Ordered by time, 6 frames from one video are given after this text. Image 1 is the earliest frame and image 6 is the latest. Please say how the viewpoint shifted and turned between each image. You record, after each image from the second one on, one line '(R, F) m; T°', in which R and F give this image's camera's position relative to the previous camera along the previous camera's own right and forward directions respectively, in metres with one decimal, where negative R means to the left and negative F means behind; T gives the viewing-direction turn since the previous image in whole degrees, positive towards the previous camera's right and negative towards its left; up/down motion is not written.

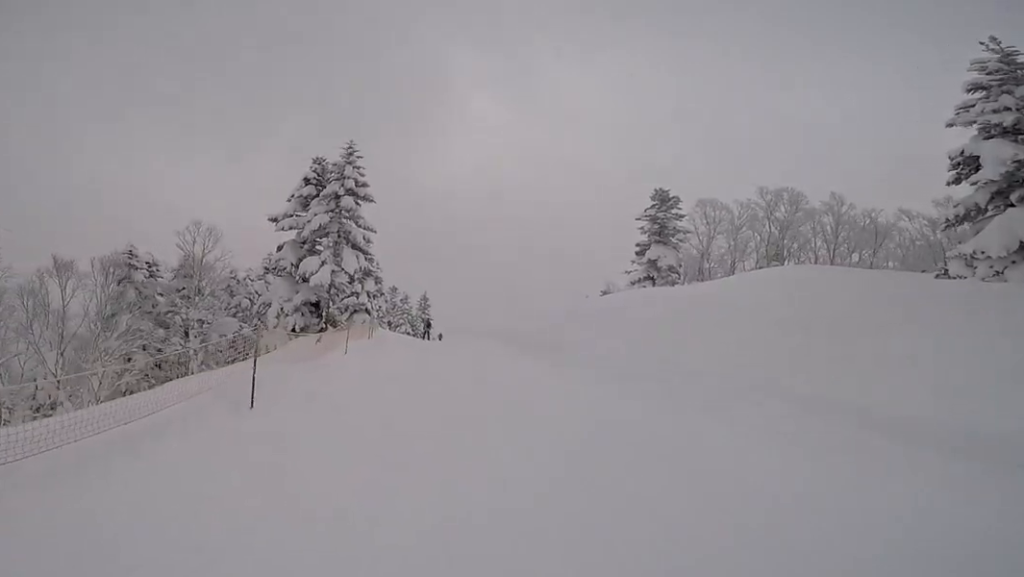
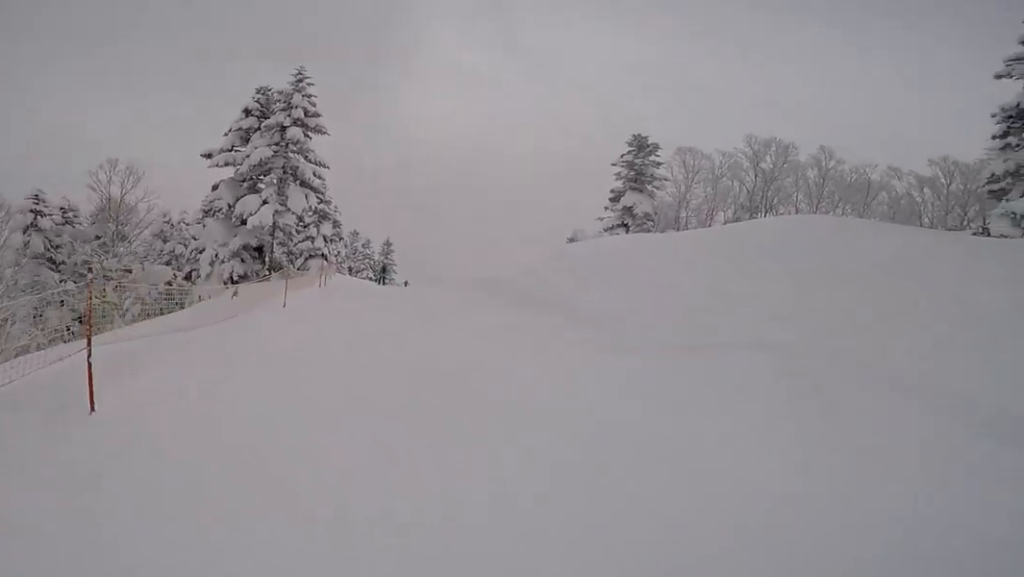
(-0.3, +2.1) m; -4°
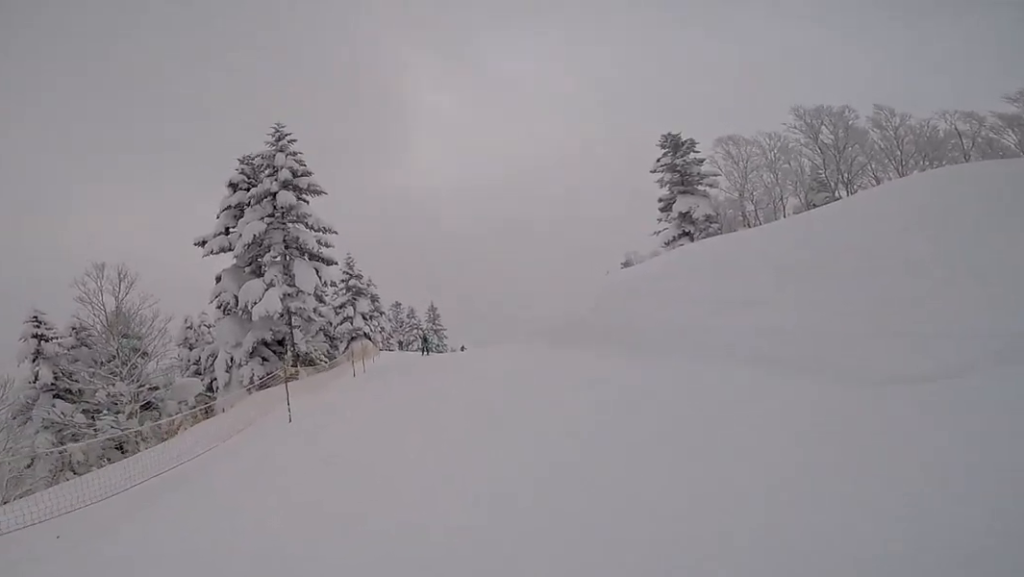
(-0.5, +2.9) m; -1°
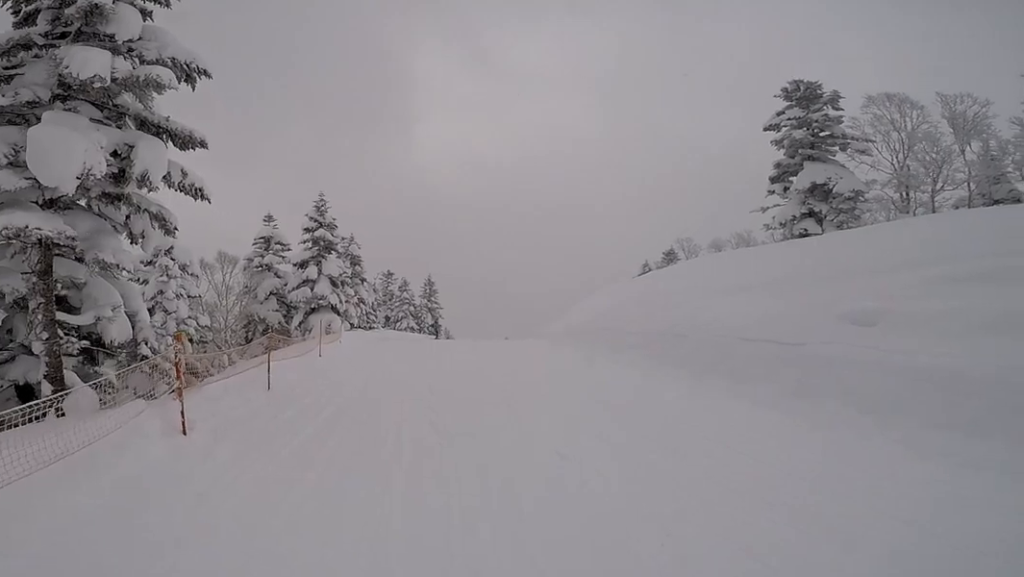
(+0.4, +9.0) m; -9°
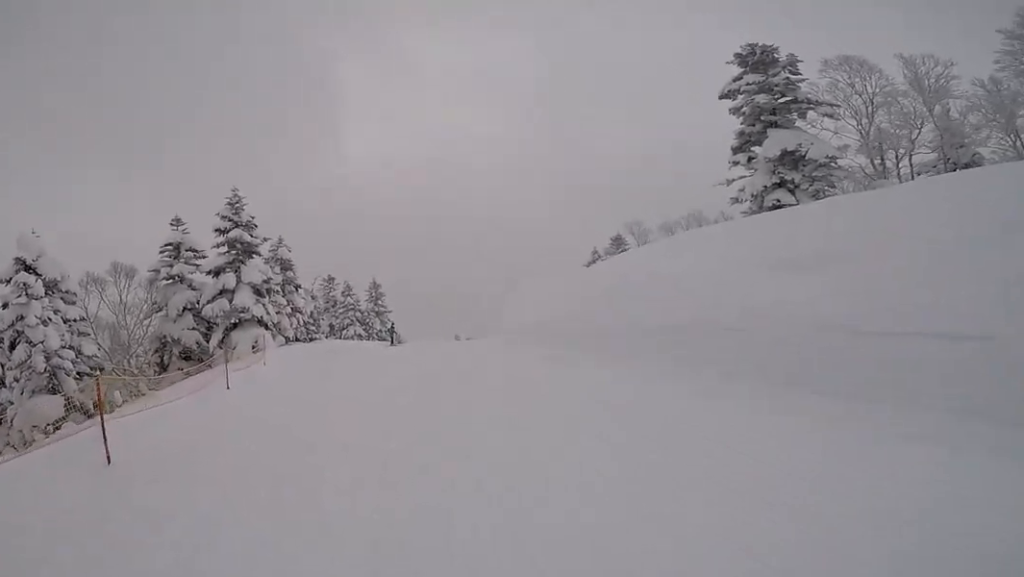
(+0.6, +2.8) m; +9°
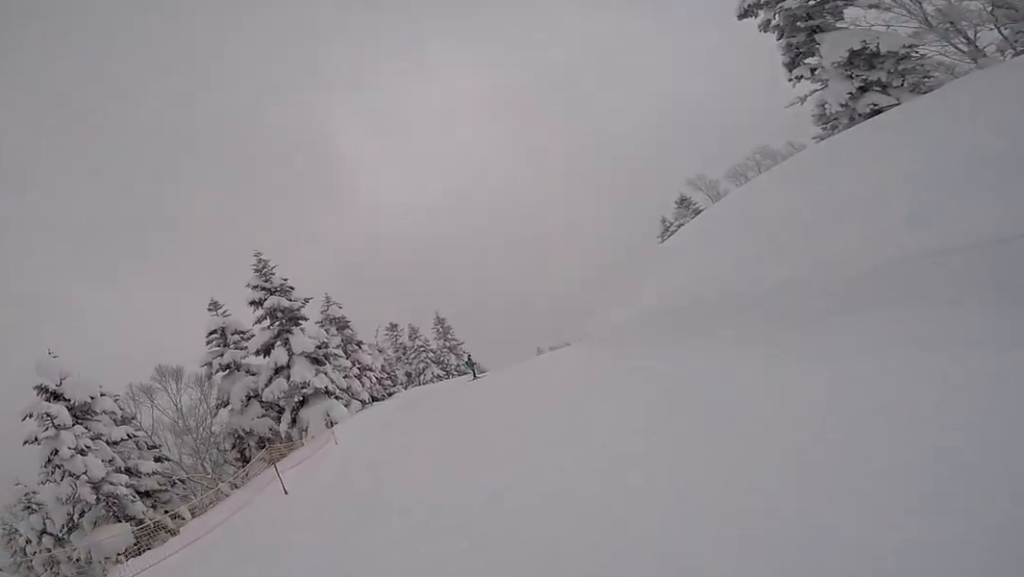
(-0.4, +2.9) m; -8°
